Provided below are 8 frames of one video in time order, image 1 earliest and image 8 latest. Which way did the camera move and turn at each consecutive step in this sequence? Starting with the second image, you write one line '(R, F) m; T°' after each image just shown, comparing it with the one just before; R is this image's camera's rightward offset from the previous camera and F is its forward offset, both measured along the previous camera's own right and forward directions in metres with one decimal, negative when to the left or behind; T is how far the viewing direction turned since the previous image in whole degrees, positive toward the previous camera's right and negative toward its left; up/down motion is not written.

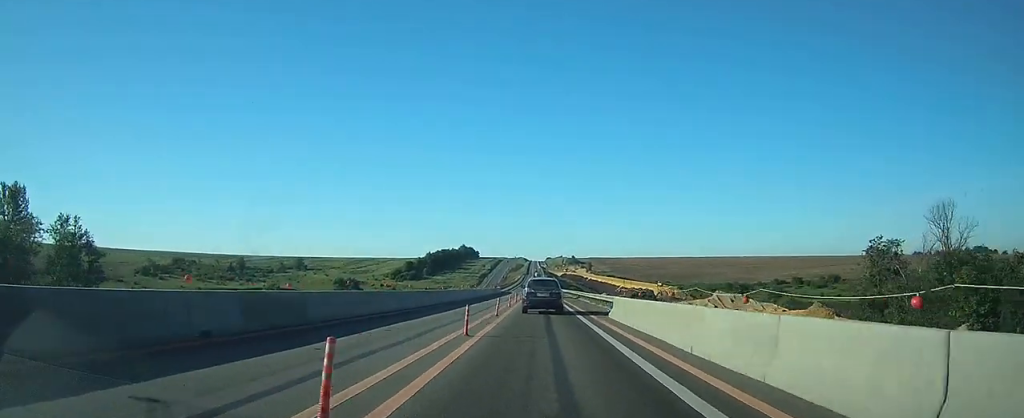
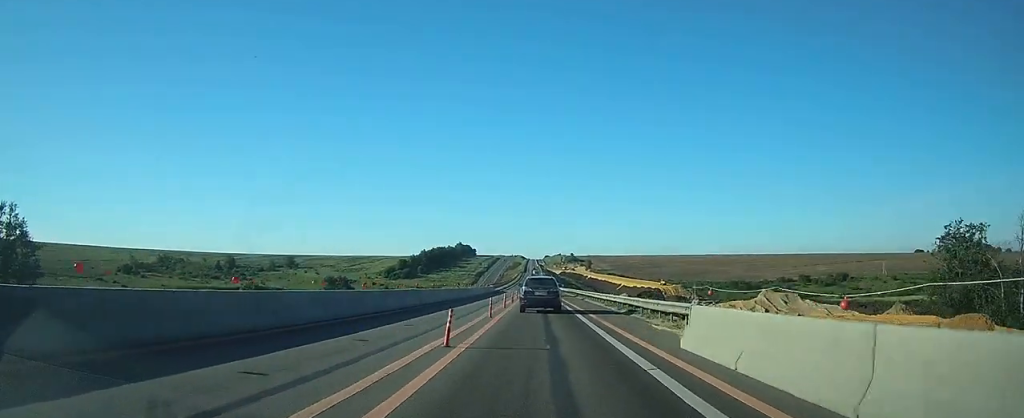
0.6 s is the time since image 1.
(0.0, +12.8) m; 0°
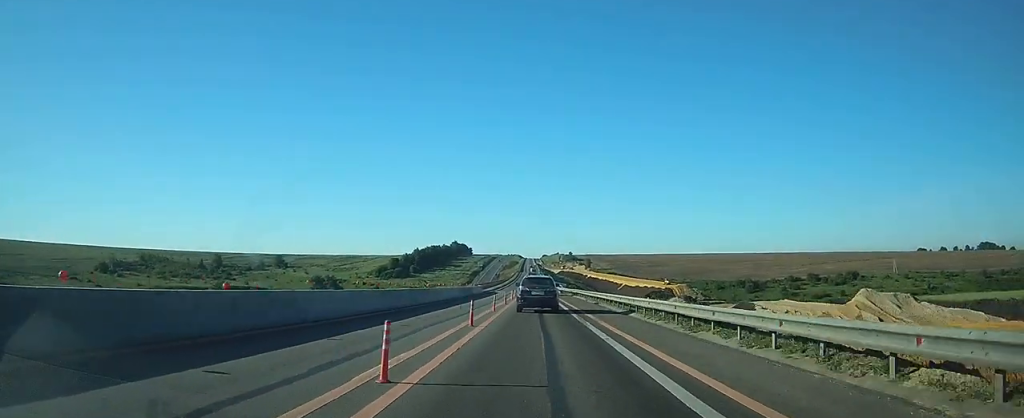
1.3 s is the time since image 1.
(0.0, +14.9) m; 0°
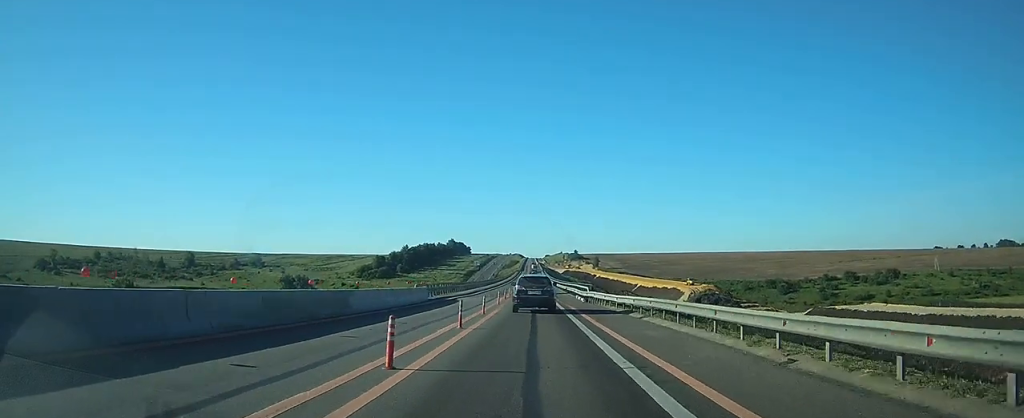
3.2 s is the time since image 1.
(0.0, +39.9) m; 0°
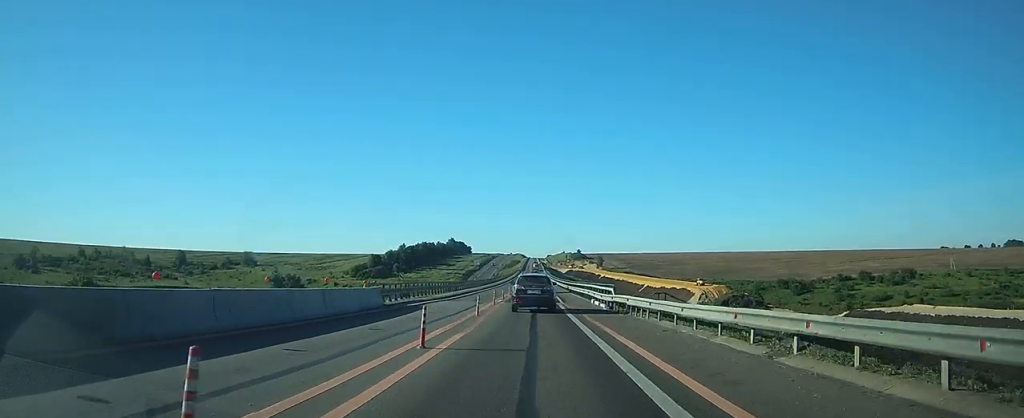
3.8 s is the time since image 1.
(0.0, +12.9) m; 0°
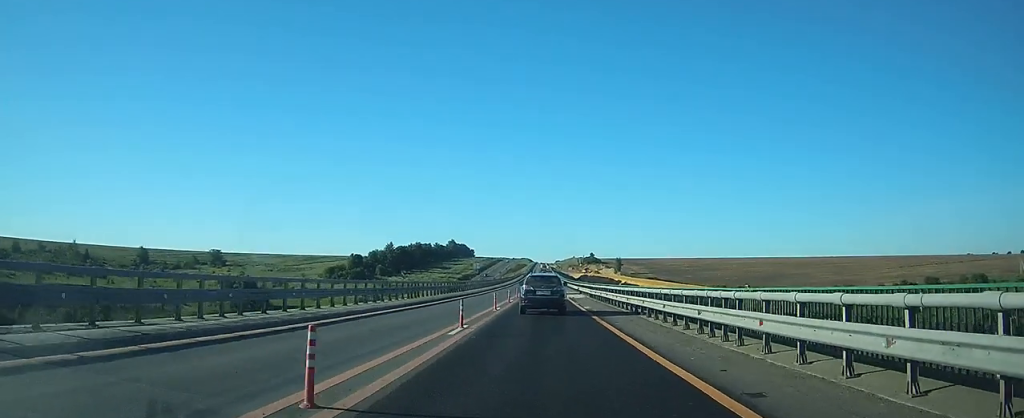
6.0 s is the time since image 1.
(-0.2, +48.3) m; 0°
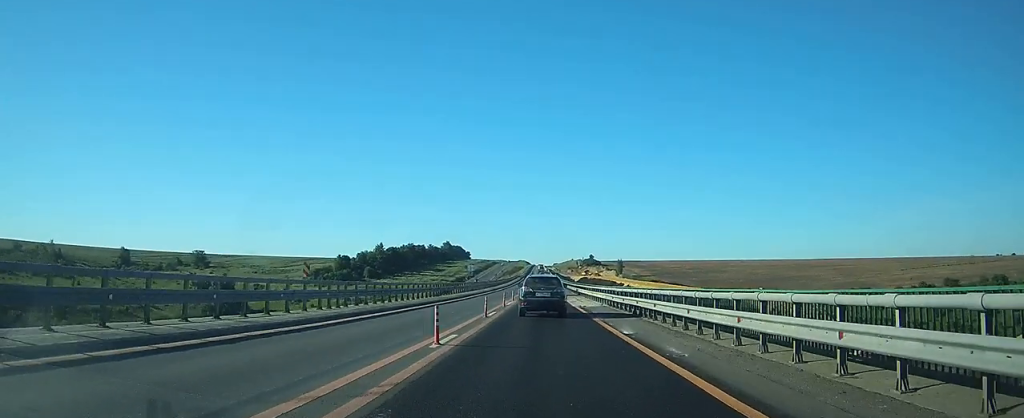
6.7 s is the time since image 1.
(0.0, +14.7) m; 0°
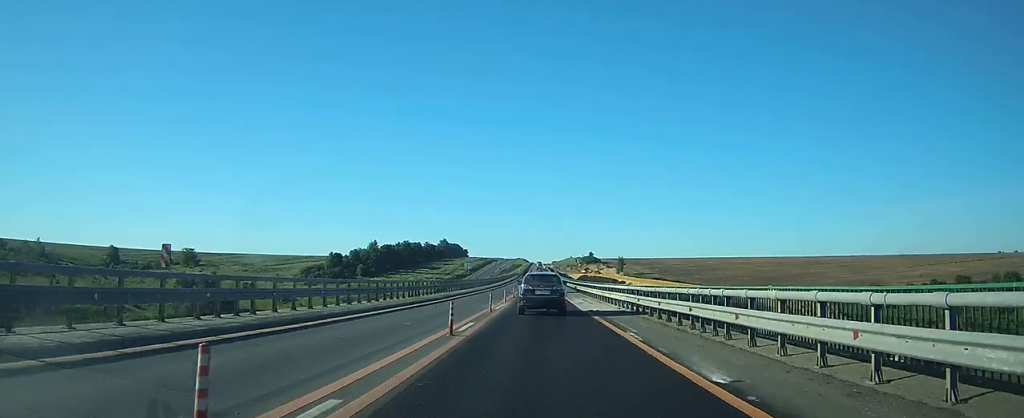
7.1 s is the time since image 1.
(0.0, +8.4) m; 0°
